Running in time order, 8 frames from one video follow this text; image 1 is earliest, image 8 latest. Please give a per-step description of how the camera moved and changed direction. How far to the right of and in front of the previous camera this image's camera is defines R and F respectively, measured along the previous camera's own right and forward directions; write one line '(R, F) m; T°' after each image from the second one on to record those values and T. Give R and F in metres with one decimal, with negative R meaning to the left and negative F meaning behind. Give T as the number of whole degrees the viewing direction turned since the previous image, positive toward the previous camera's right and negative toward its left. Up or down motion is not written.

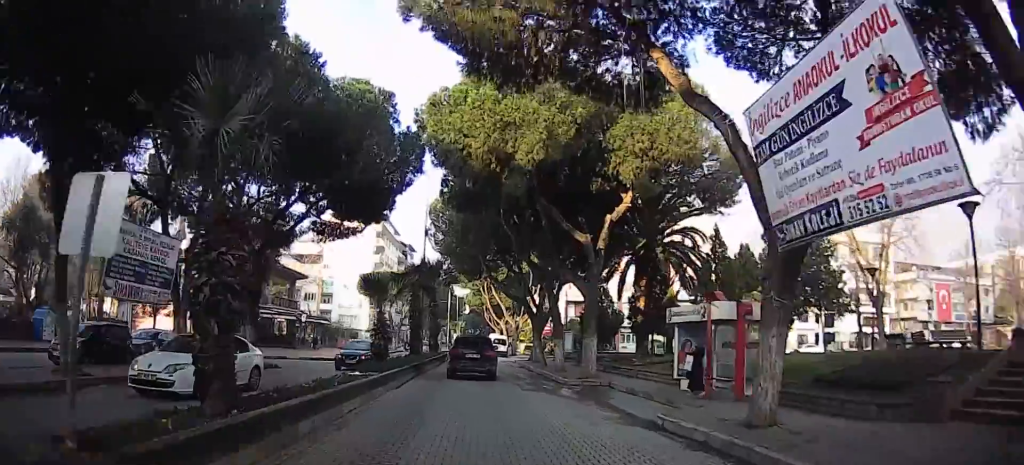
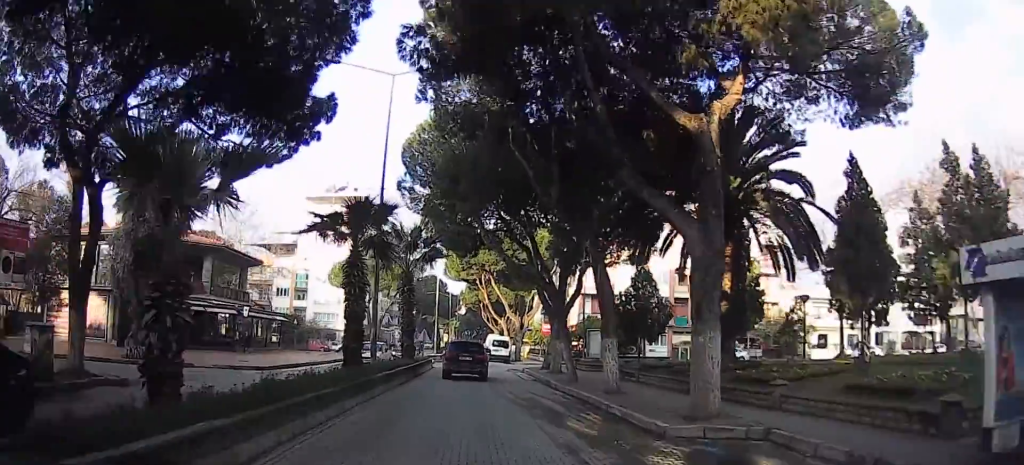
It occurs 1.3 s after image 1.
(0.0, +12.1) m; 0°
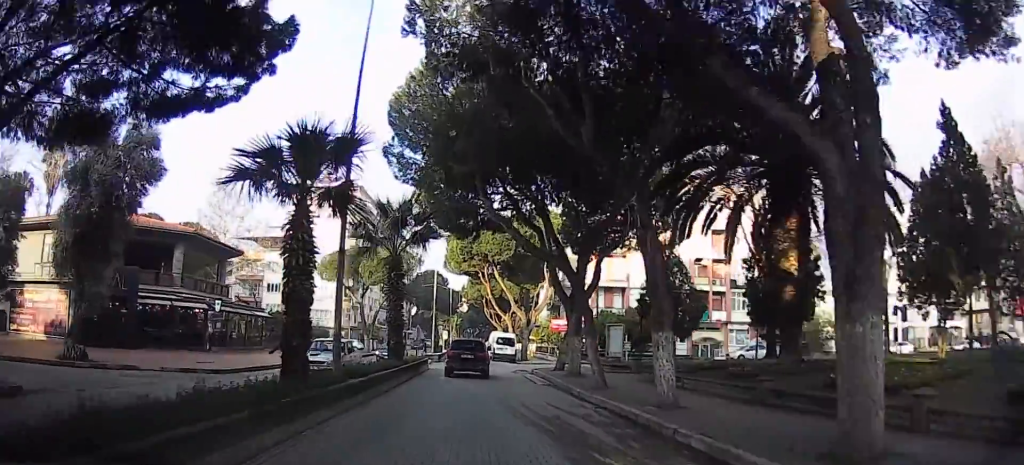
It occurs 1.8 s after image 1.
(0.0, +4.7) m; 0°
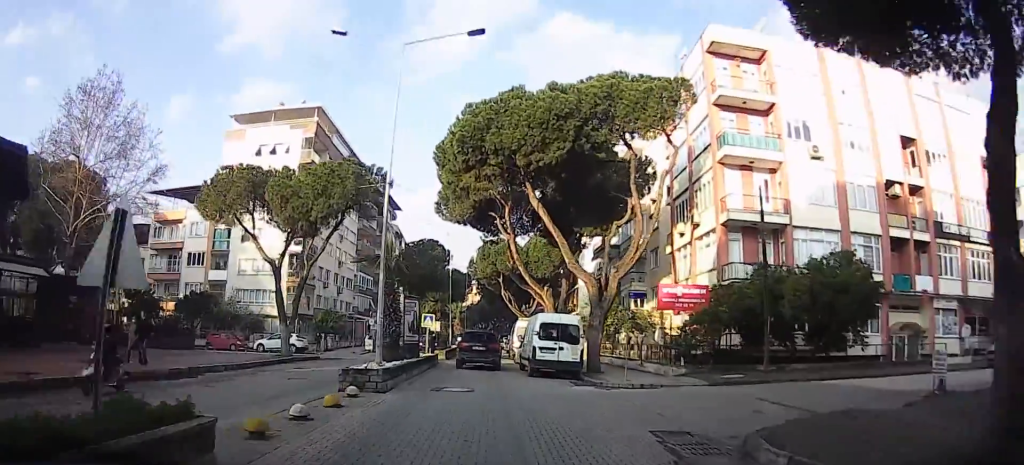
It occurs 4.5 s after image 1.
(-0.2, +26.1) m; -1°
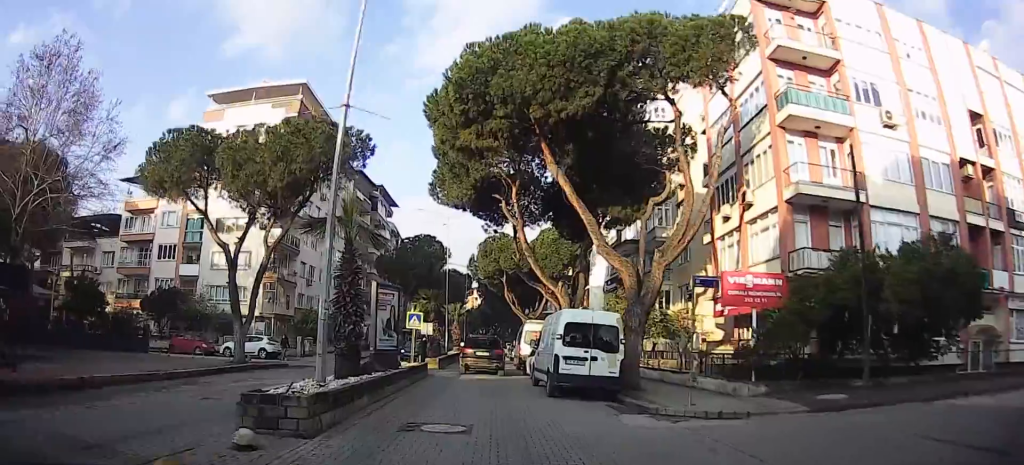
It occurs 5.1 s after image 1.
(0.0, +6.1) m; 0°
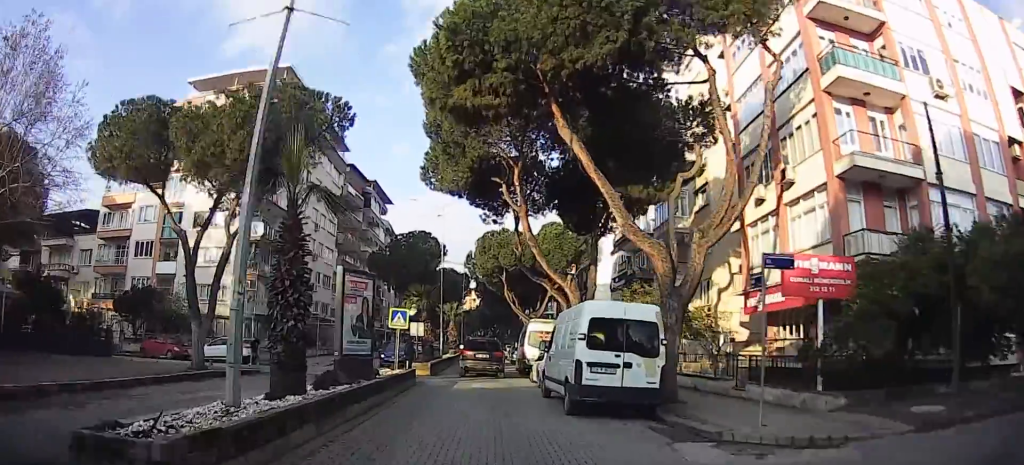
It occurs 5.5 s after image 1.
(0.0, +3.8) m; 0°
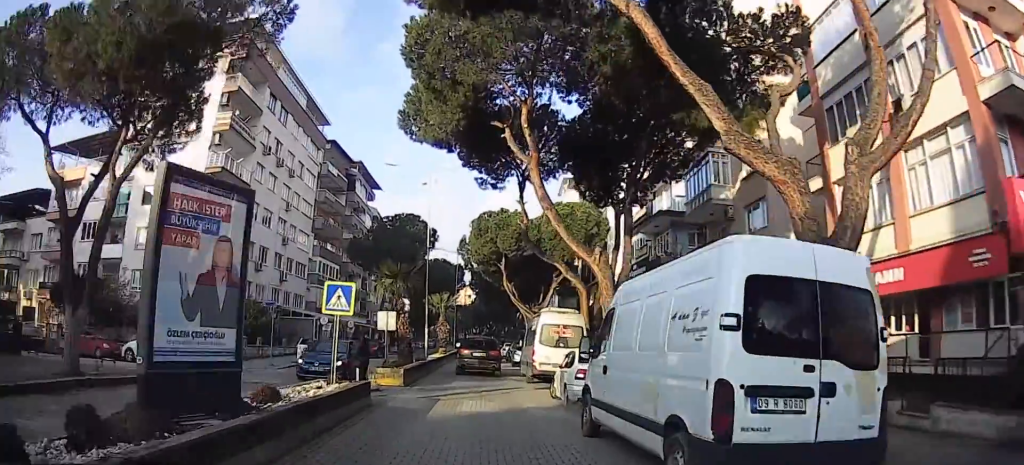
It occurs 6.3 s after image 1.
(0.0, +7.5) m; -1°
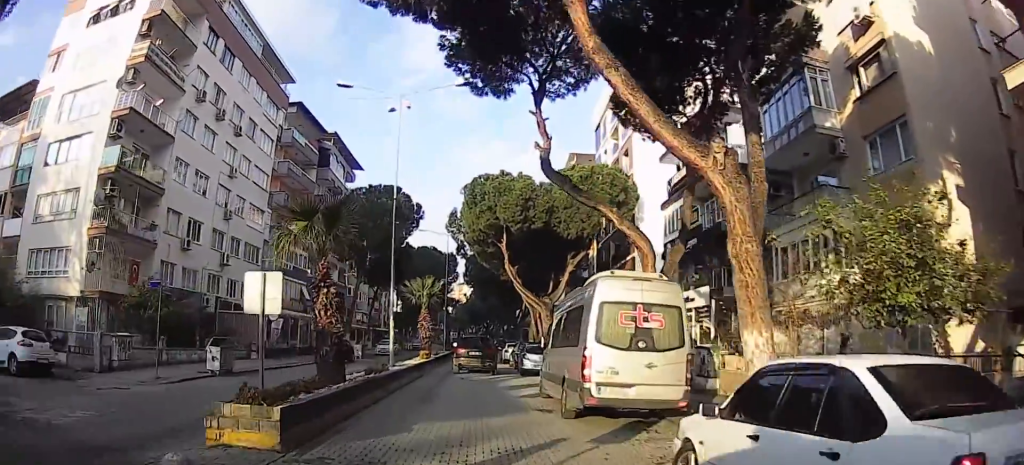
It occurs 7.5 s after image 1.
(-0.2, +11.5) m; -2°
